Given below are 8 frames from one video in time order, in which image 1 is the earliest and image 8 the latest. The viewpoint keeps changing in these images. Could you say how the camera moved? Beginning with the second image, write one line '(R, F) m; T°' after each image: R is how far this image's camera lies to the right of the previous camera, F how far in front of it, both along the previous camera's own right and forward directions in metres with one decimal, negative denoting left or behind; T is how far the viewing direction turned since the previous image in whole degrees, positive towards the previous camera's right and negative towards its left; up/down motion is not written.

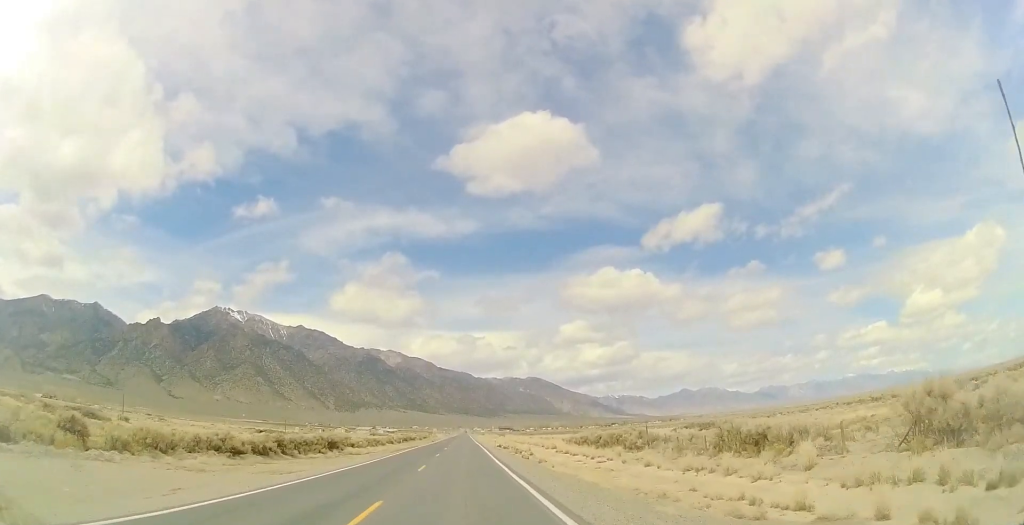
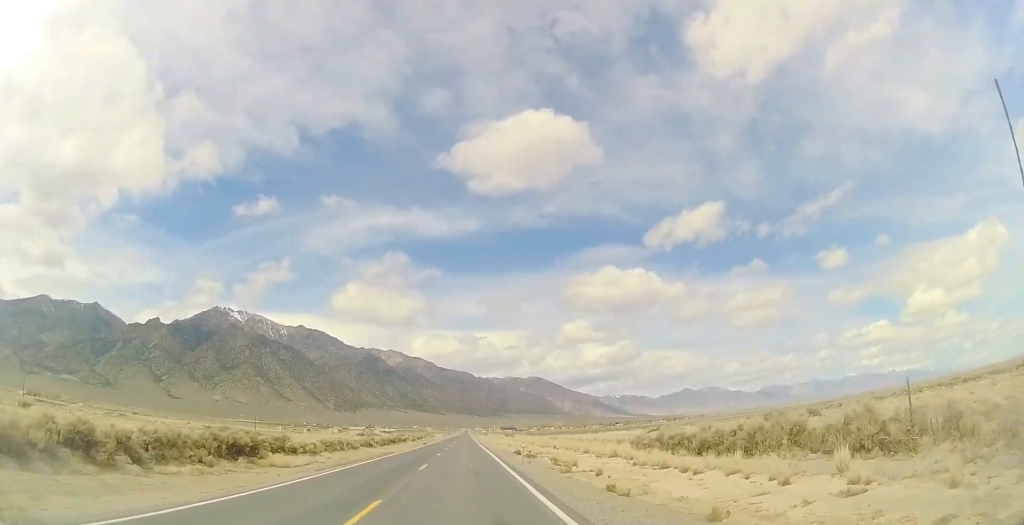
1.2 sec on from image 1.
(+0.1, +26.9) m; +1°
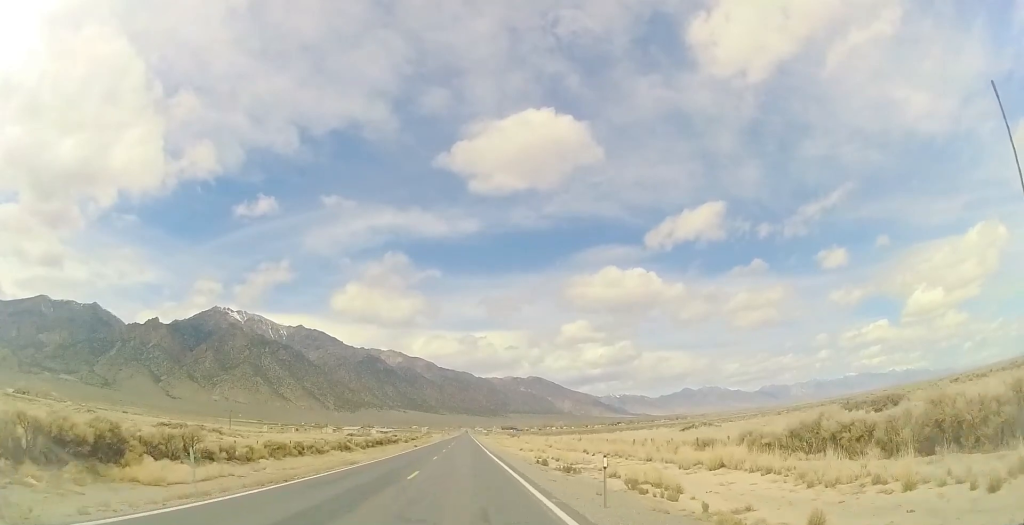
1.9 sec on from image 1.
(+0.2, +17.5) m; 0°
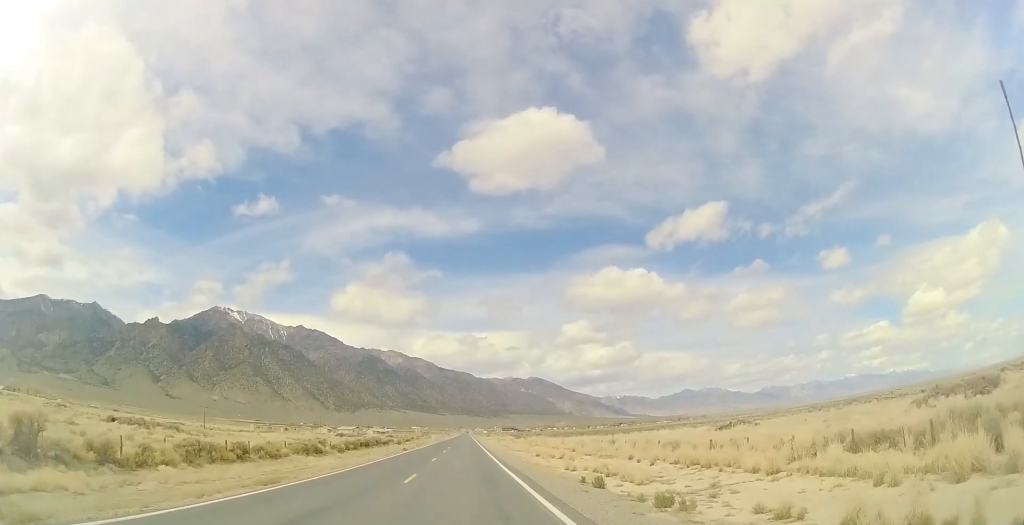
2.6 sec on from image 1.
(-0.4, +14.5) m; 0°
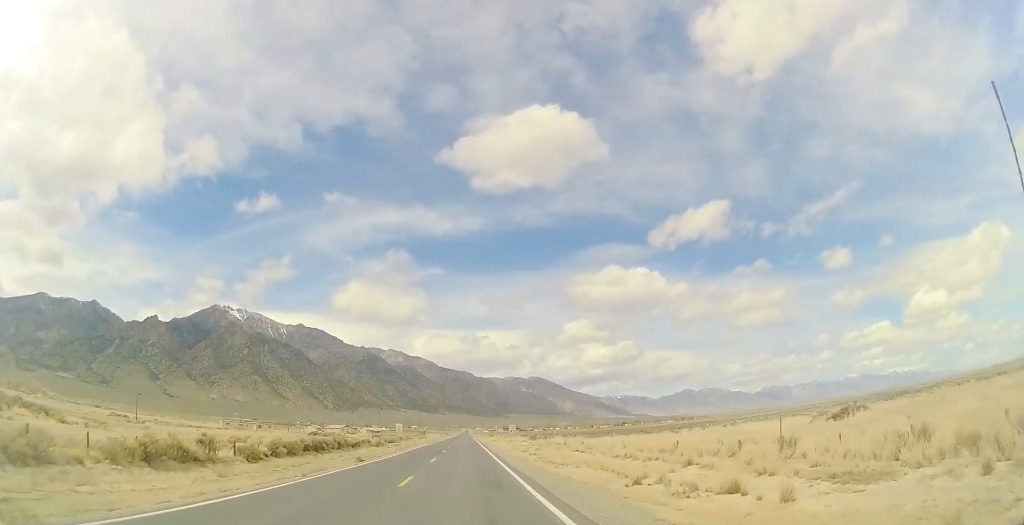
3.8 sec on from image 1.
(+0.7, +28.8) m; +2°
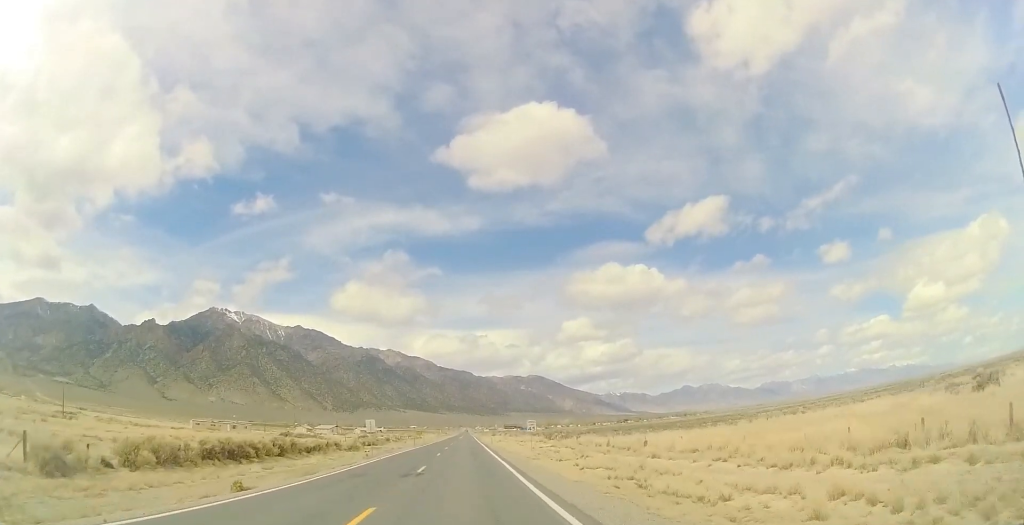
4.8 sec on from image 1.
(0.0, +21.8) m; -1°
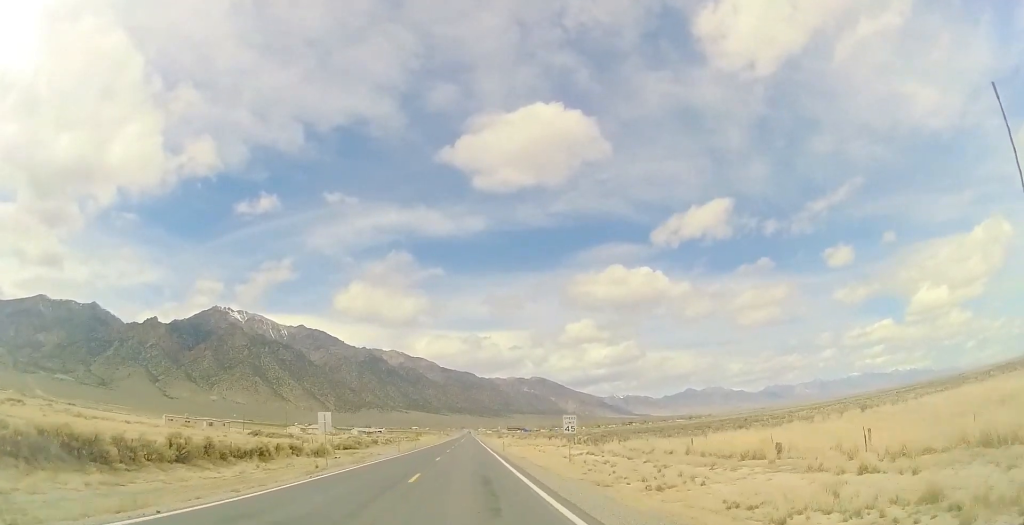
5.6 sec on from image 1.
(-0.3, +17.8) m; -1°
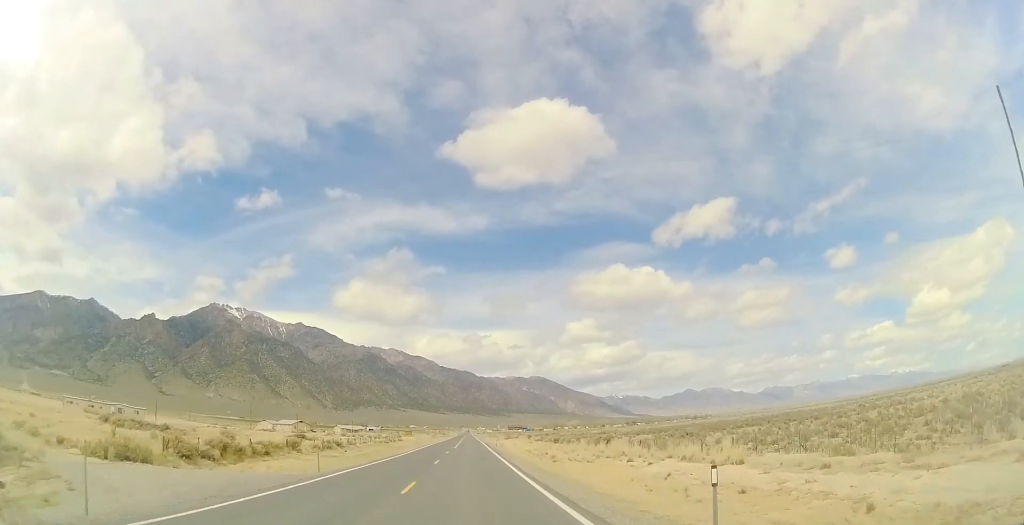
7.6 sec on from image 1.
(-0.1, +43.7) m; +1°
